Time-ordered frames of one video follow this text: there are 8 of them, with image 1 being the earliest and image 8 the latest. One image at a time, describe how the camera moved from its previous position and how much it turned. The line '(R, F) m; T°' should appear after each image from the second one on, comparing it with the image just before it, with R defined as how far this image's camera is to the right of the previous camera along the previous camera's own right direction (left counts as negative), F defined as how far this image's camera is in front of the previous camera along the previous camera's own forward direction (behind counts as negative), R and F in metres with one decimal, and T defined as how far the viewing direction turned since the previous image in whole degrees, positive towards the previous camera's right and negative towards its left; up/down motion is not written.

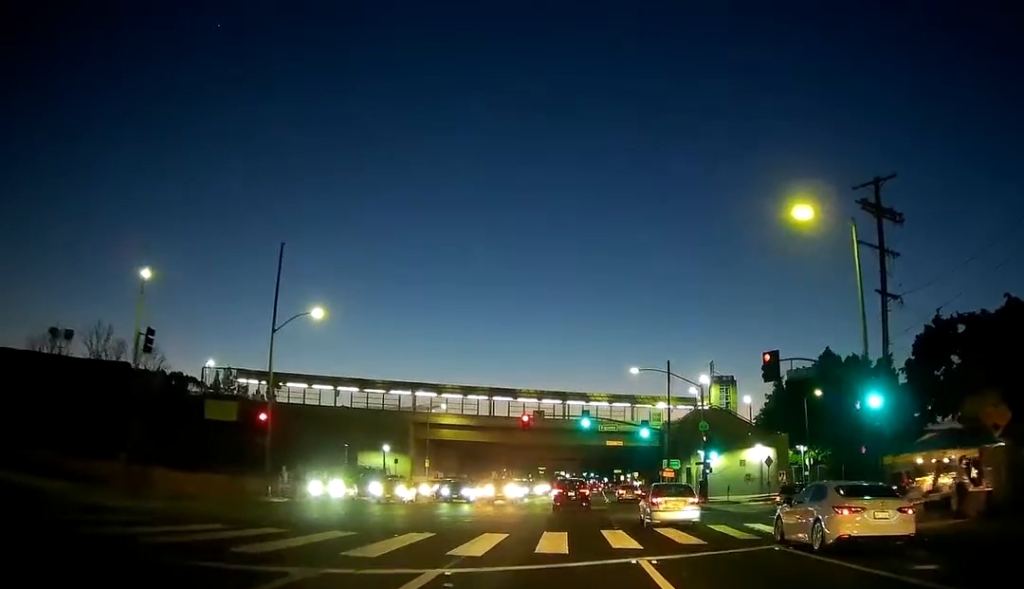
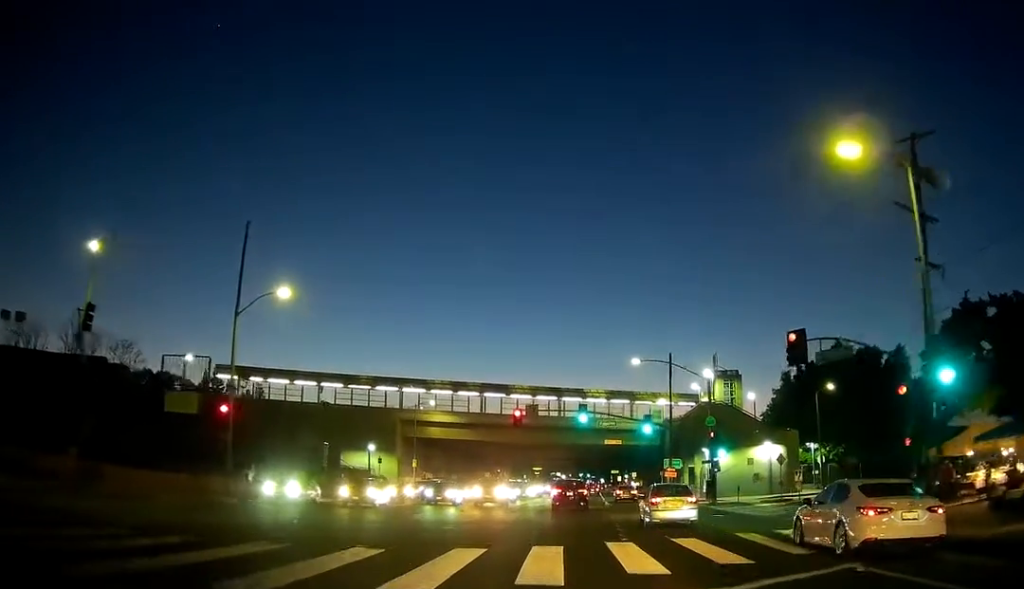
(0.0, +4.2) m; 0°
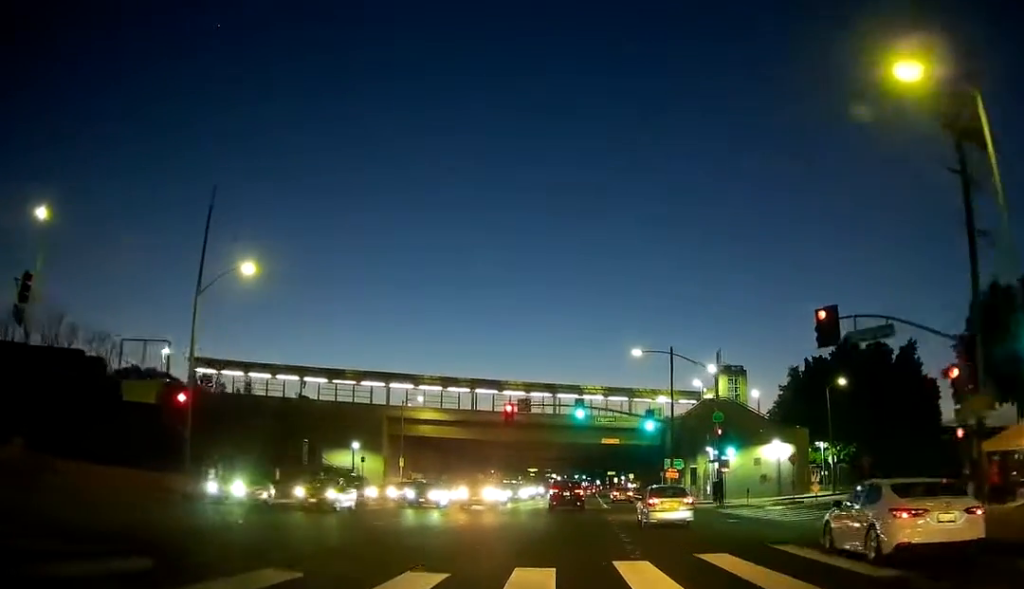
(-0.1, +4.1) m; 0°
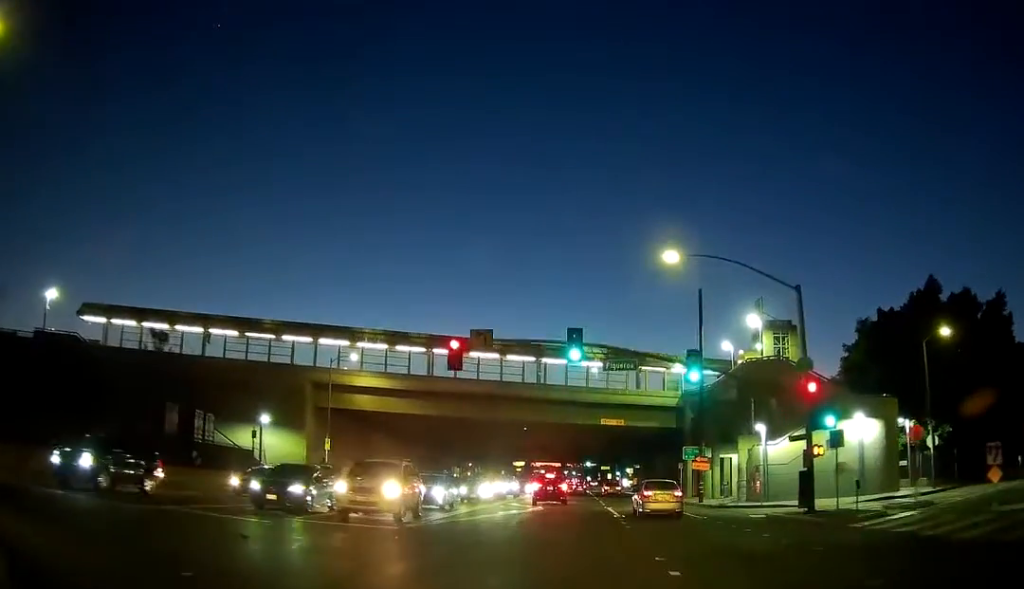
(+0.2, +19.6) m; +1°
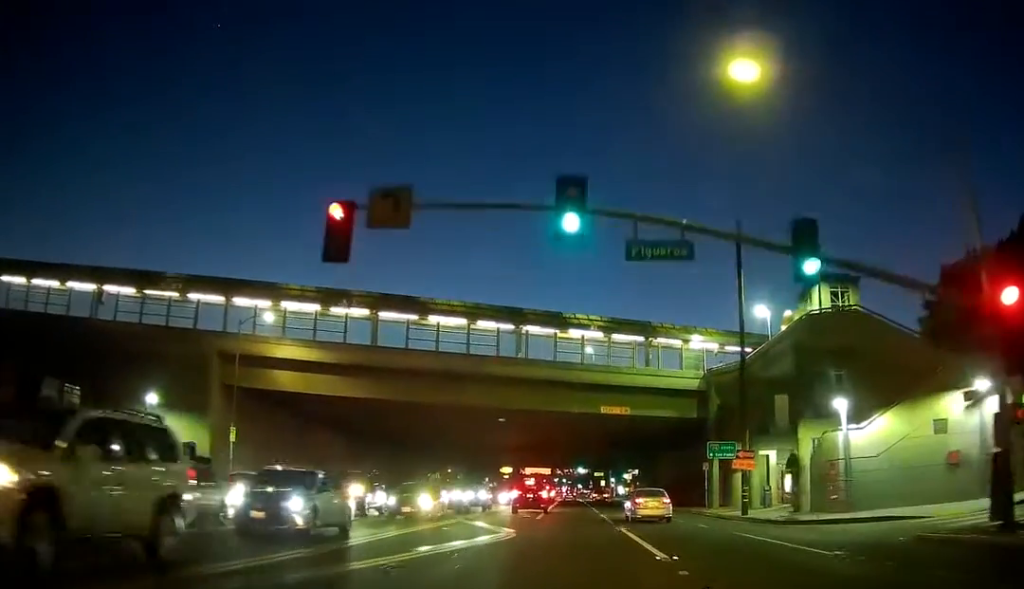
(-0.1, +14.6) m; 0°
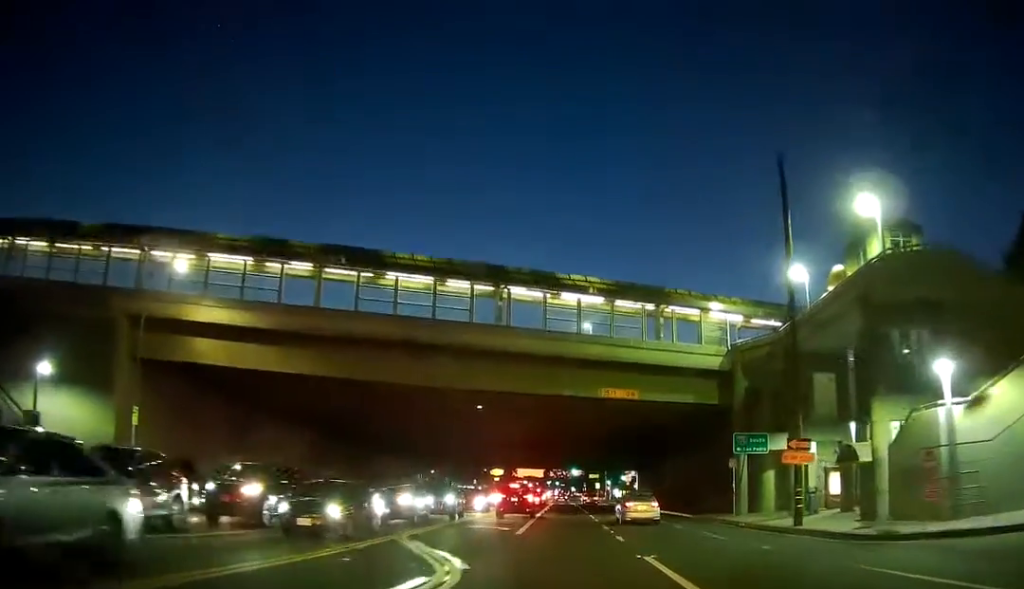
(+0.1, +9.7) m; +1°
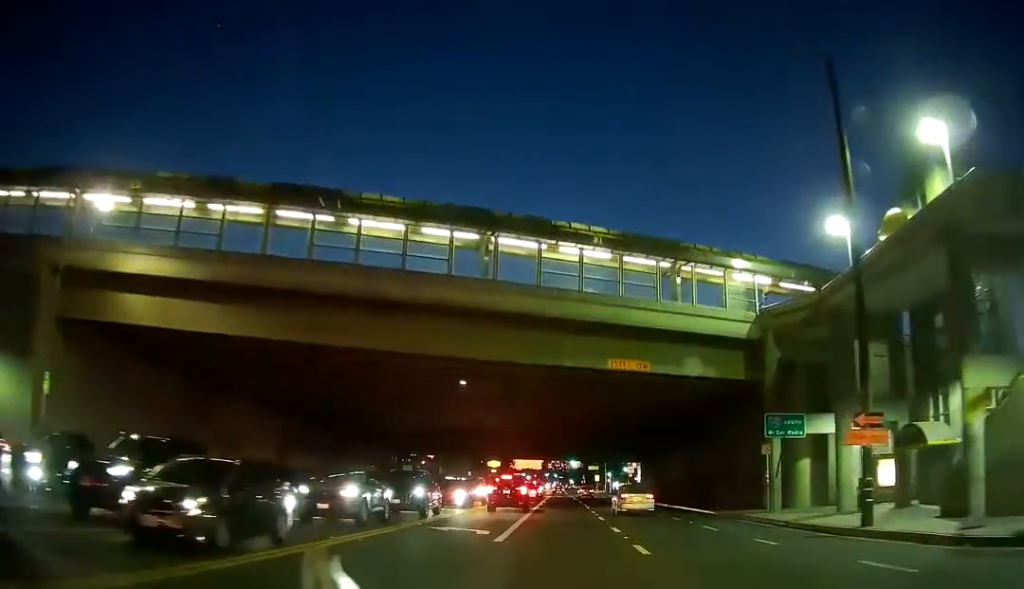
(+0.1, +6.8) m; +1°
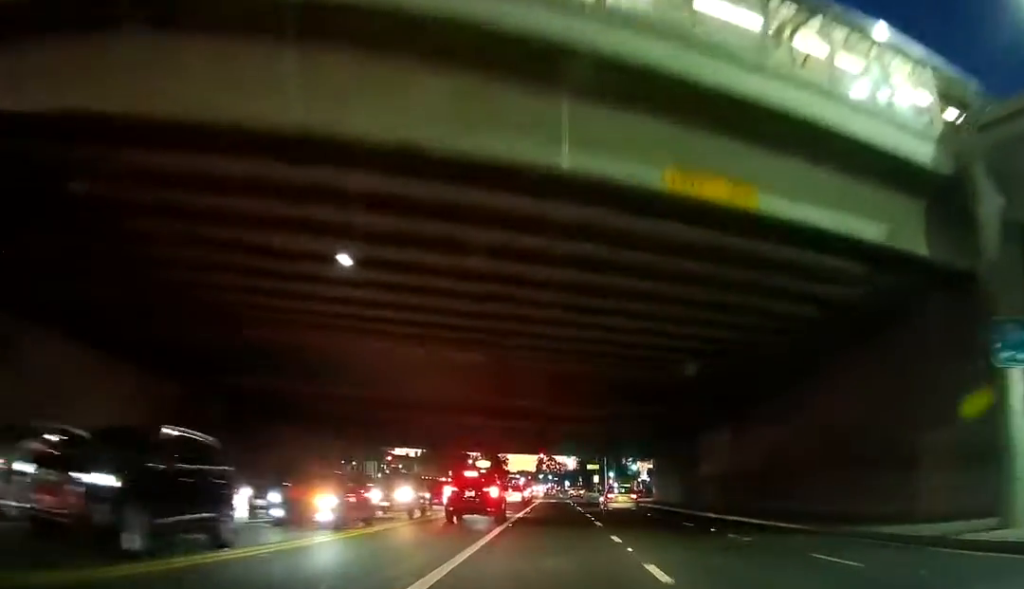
(+0.1, +19.1) m; +1°
